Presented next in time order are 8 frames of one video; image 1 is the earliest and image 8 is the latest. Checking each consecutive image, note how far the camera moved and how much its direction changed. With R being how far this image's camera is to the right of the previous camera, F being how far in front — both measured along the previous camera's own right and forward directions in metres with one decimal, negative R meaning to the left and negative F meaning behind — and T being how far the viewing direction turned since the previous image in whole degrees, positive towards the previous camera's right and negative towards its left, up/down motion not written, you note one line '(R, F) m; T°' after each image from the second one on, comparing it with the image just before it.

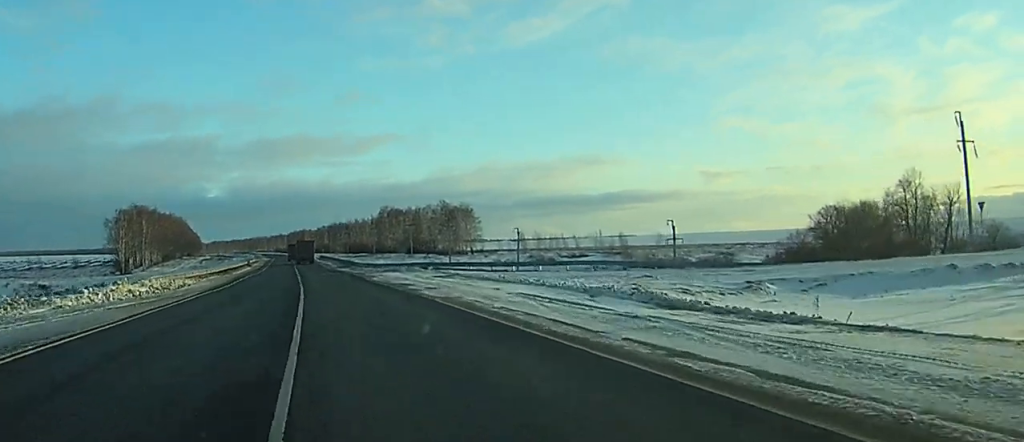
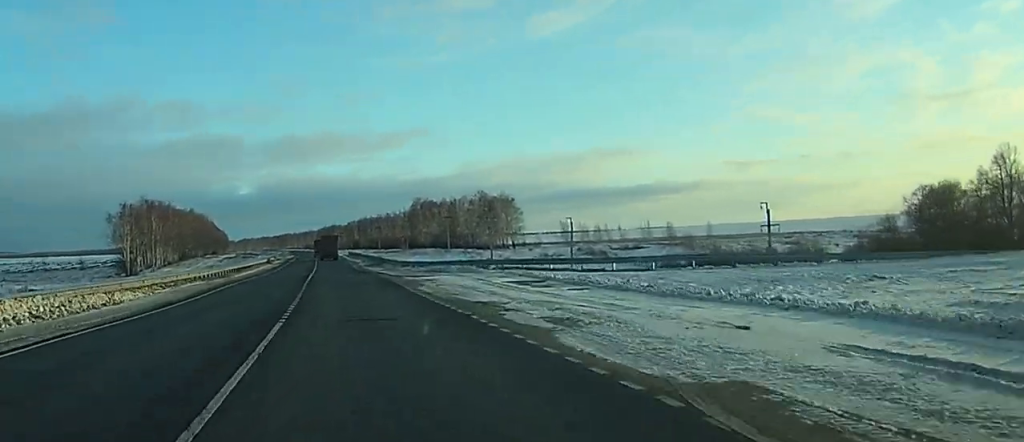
(0.0, +18.5) m; 0°
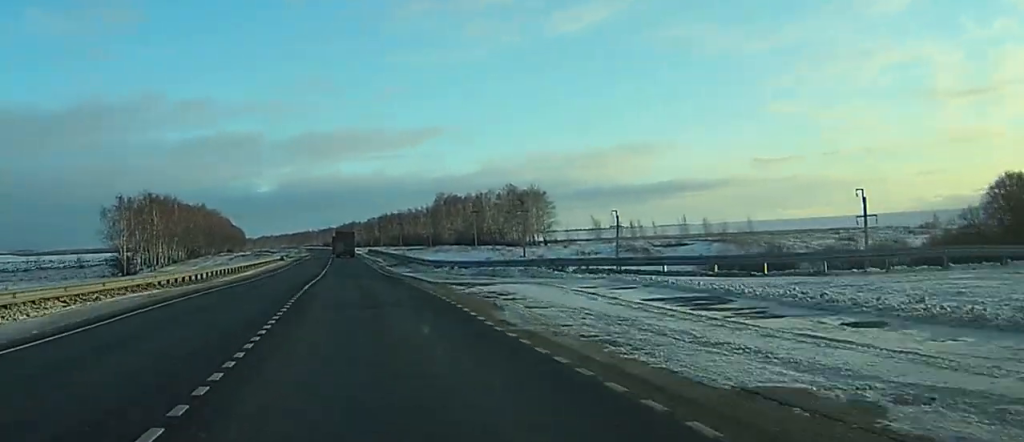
(+0.1, +15.1) m; -1°
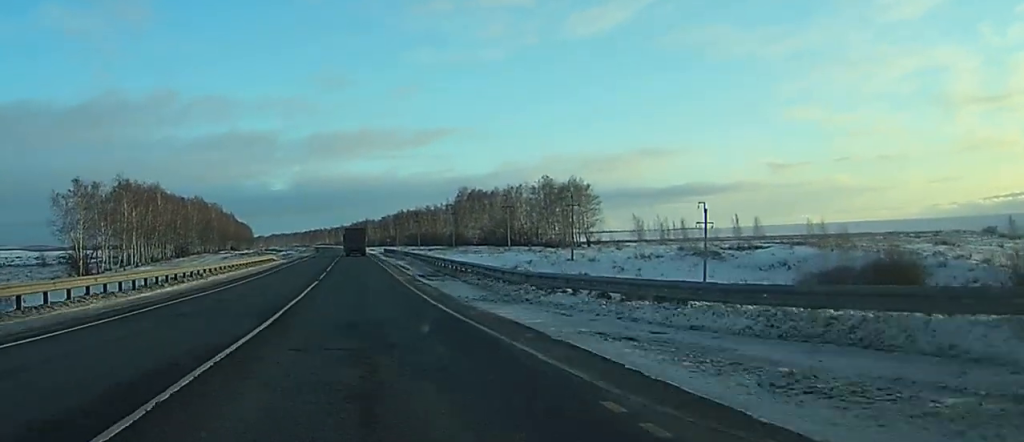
(-0.4, +28.7) m; -1°
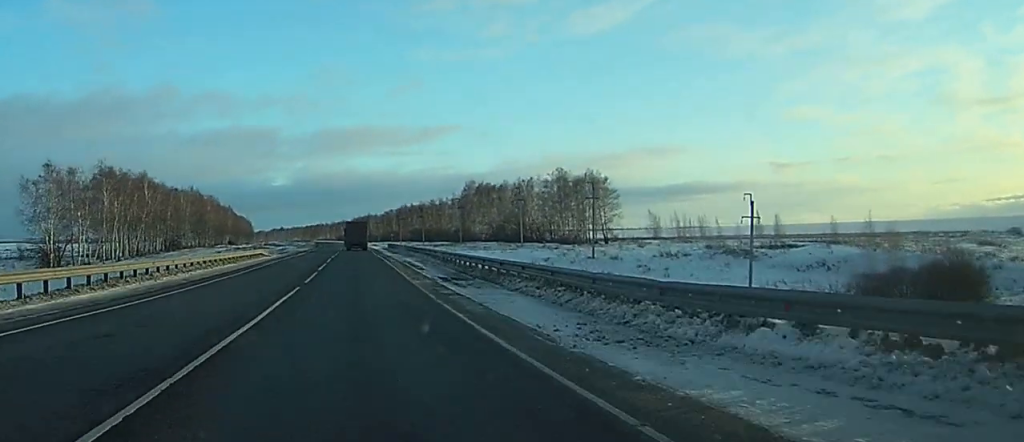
(-0.1, +11.8) m; 0°
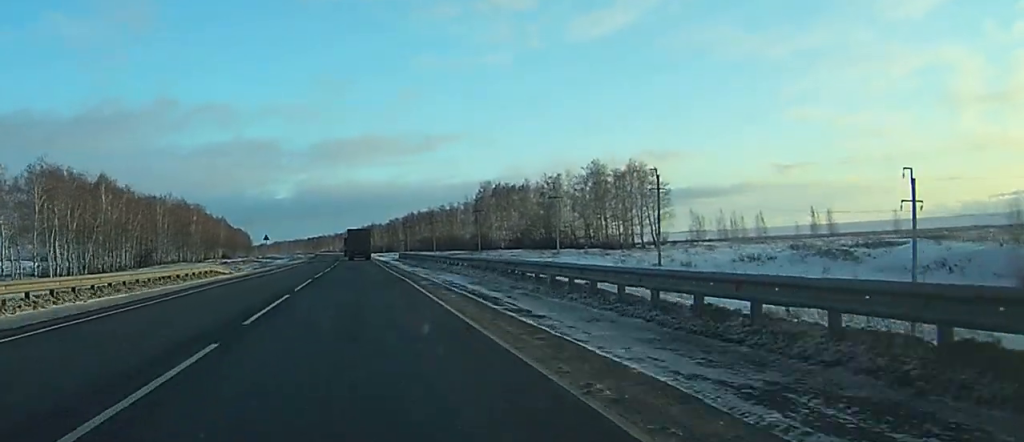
(-0.2, +27.3) m; -1°
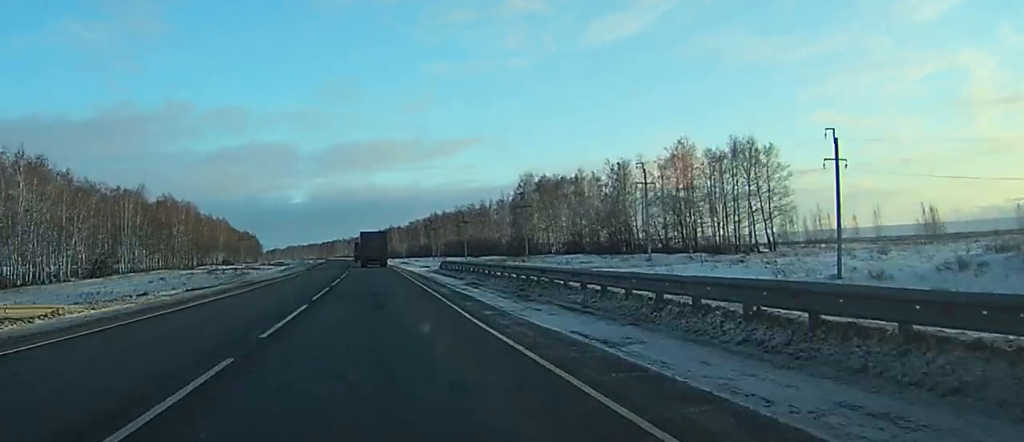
(-0.2, +36.7) m; -1°
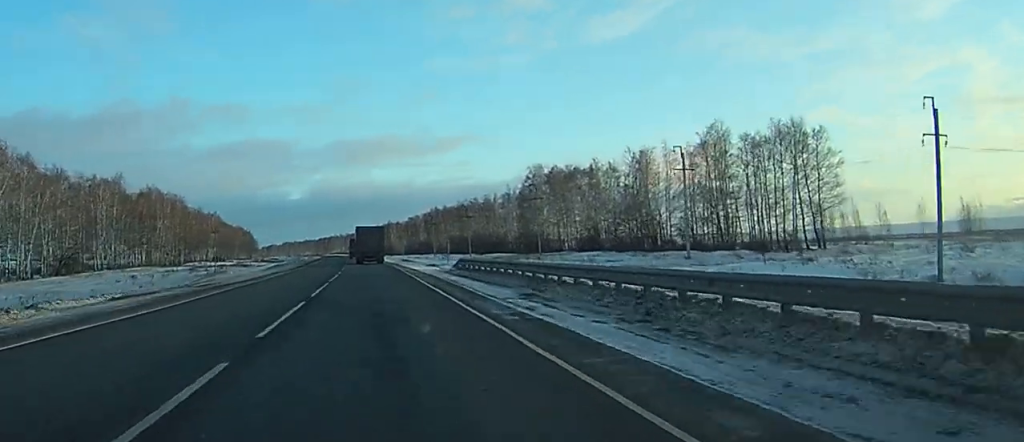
(0.0, +13.0) m; 0°
